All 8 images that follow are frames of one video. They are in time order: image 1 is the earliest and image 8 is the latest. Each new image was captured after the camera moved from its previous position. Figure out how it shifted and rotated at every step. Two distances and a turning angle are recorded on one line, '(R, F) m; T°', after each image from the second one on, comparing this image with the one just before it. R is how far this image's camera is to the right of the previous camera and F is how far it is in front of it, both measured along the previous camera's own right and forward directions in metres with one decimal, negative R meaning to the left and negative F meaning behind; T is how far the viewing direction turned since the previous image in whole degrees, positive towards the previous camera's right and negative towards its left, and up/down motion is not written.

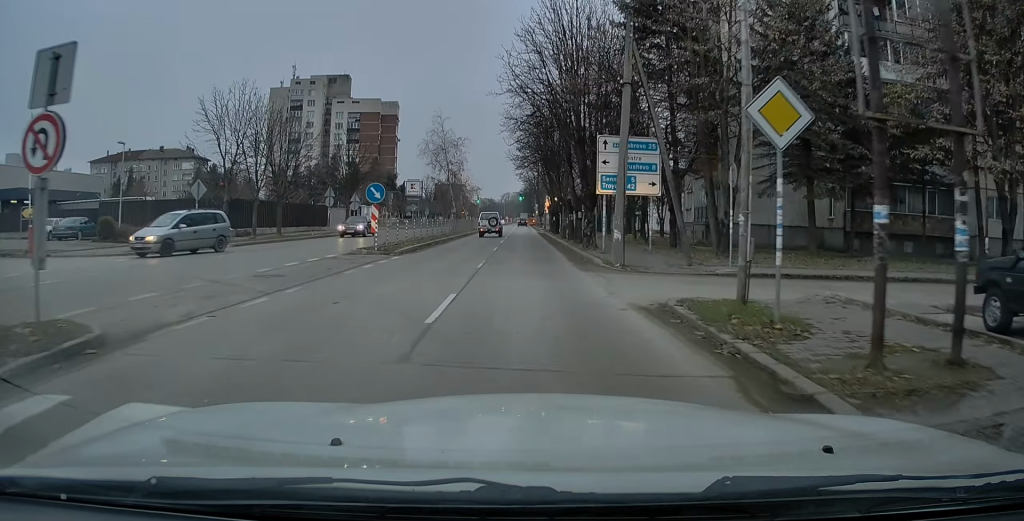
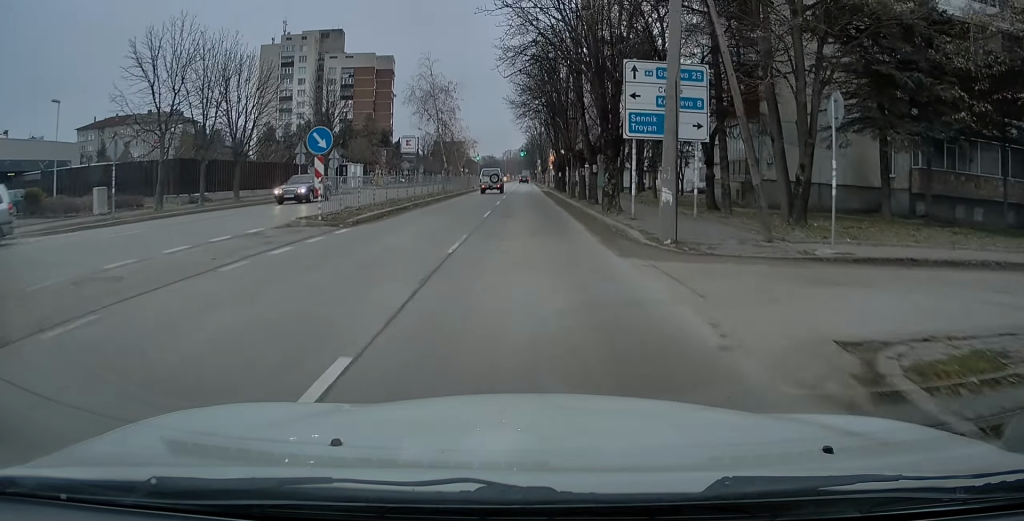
(+0.2, +6.7) m; 0°
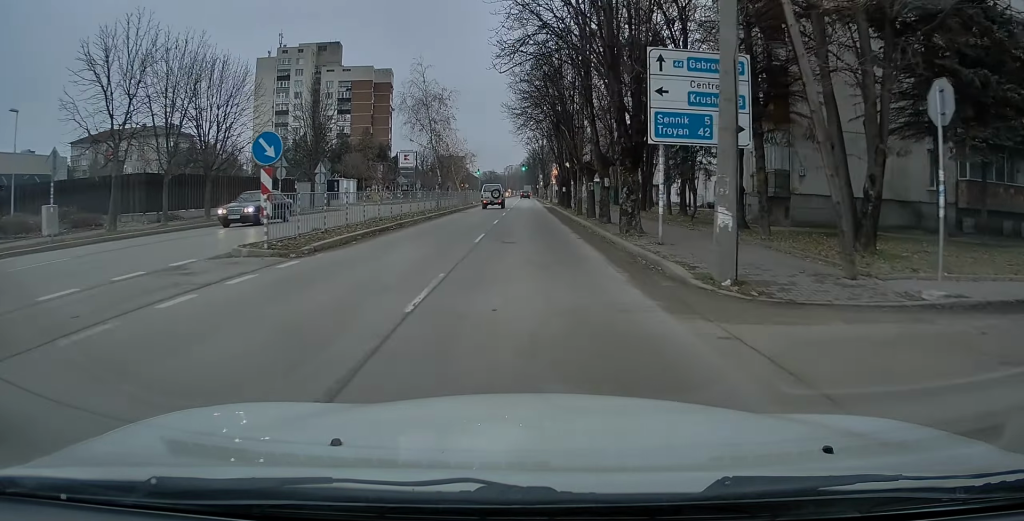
(-0.1, +3.6) m; -1°
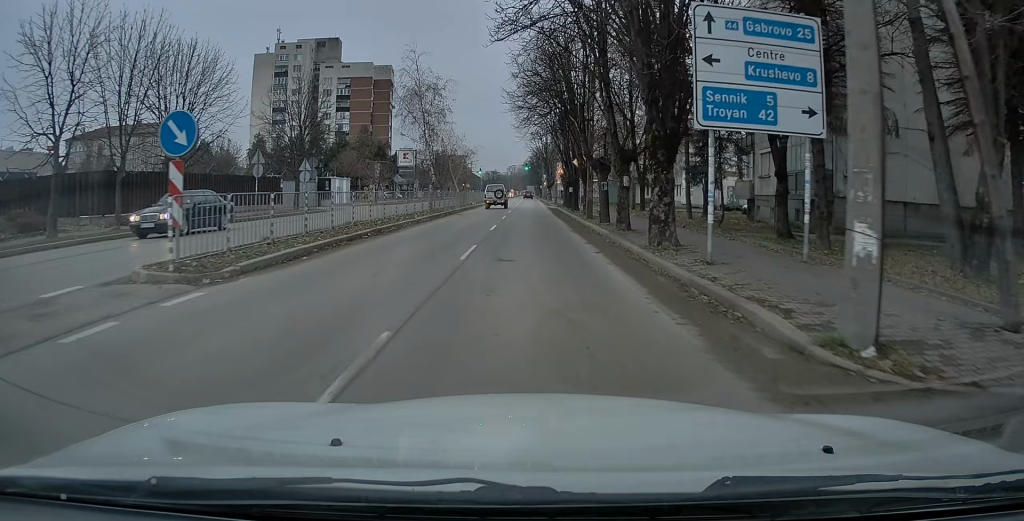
(-0.1, +3.9) m; -1°
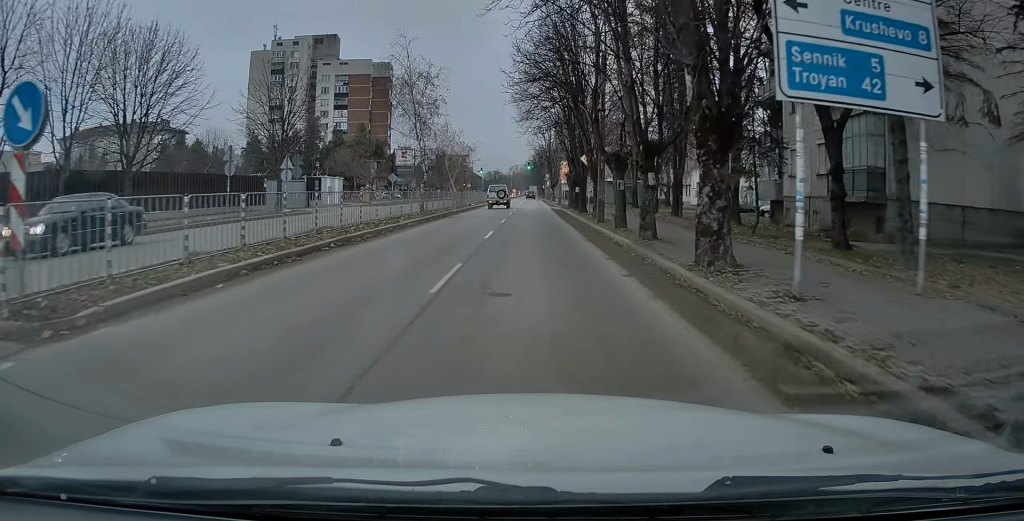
(+0.1, +3.7) m; -1°
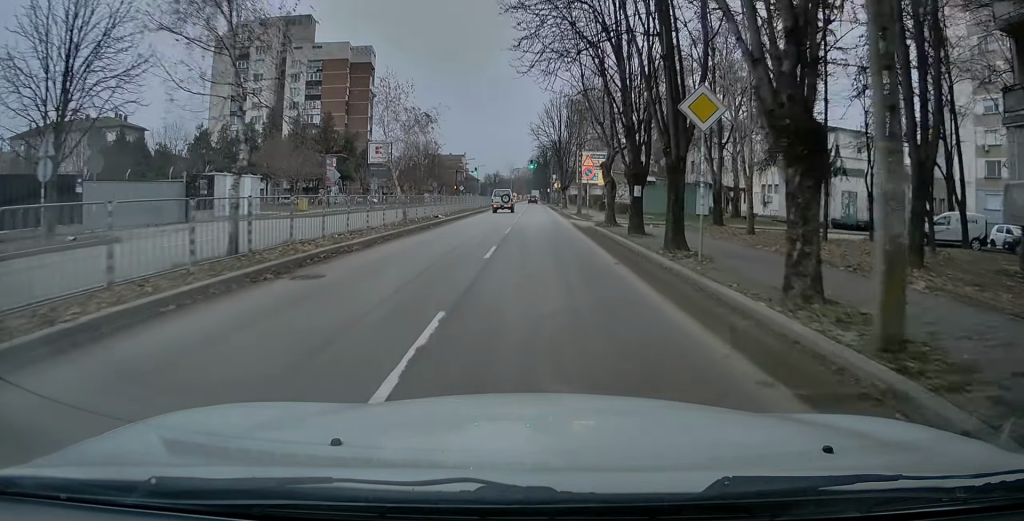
(+0.2, +21.2) m; +3°
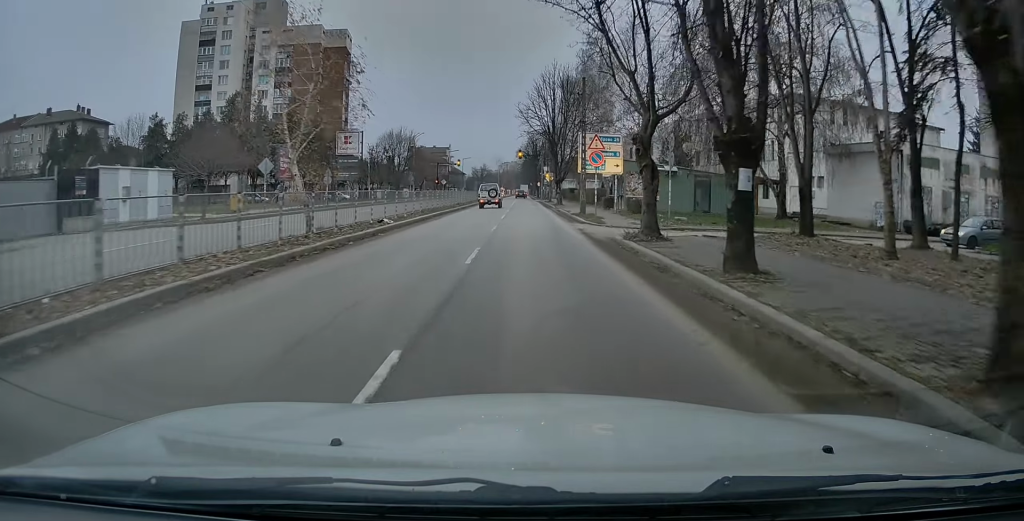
(0.0, +10.0) m; -1°
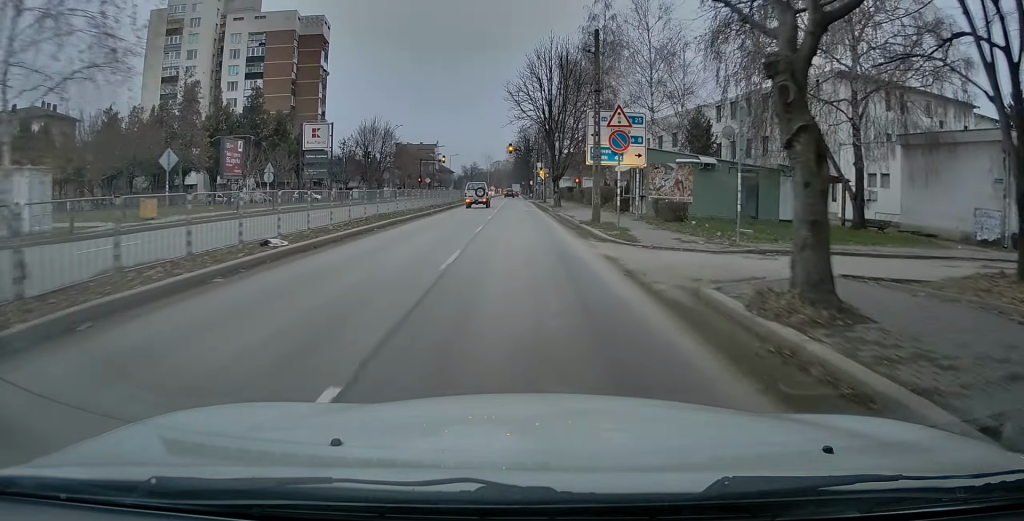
(-0.2, +9.4) m; 0°
